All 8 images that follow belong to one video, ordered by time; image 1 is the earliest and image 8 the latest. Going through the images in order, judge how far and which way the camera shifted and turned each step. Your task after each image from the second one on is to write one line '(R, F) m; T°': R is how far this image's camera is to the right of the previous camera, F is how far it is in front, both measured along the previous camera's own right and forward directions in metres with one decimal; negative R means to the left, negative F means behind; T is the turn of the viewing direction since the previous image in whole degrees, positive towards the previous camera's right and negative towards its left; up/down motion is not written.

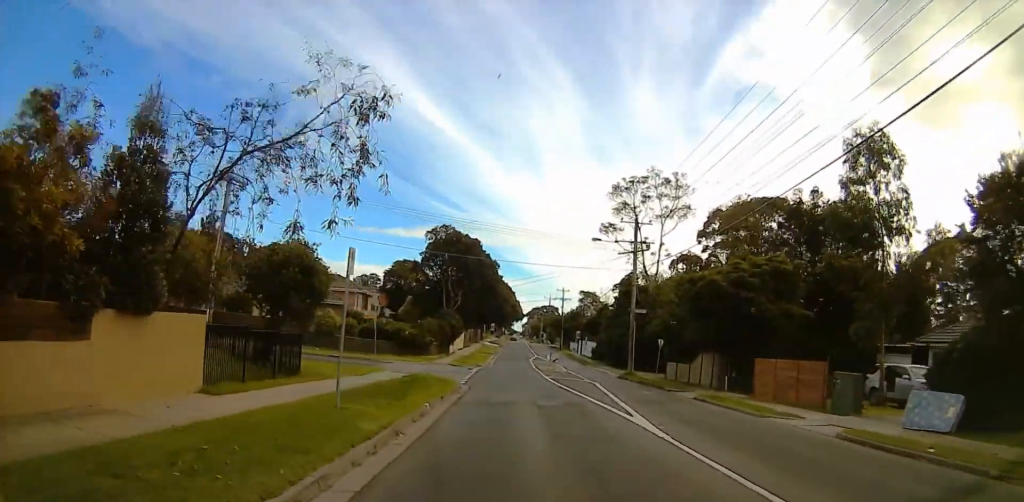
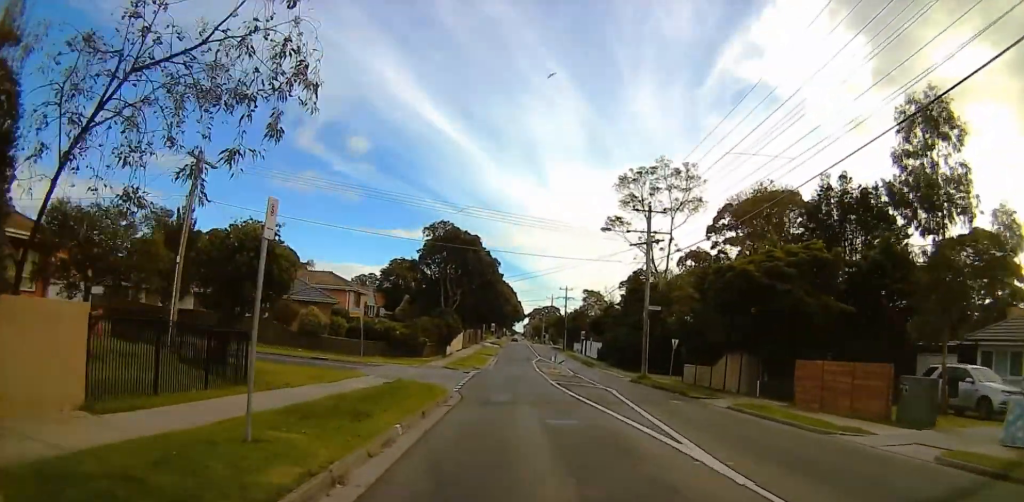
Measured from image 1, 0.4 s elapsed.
(0.0, +3.8) m; -1°
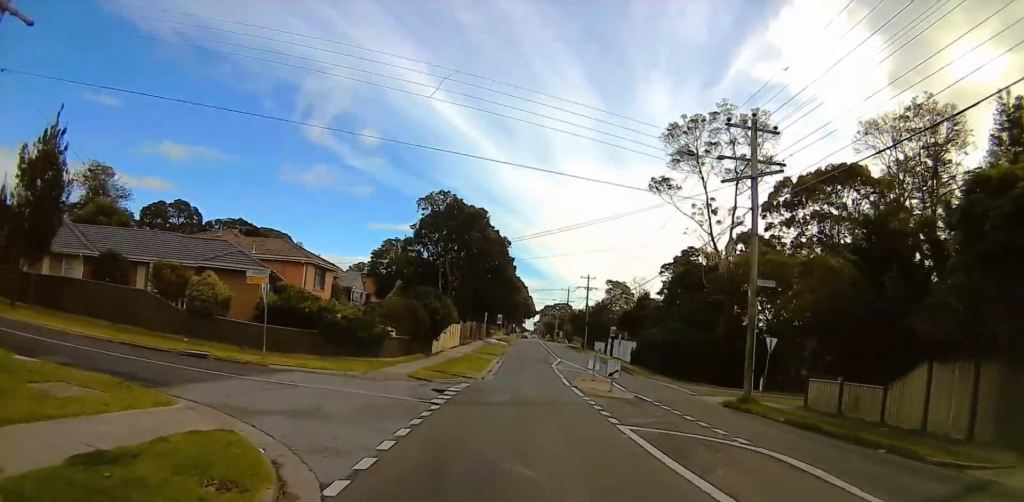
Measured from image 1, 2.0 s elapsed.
(0.0, +15.3) m; 0°
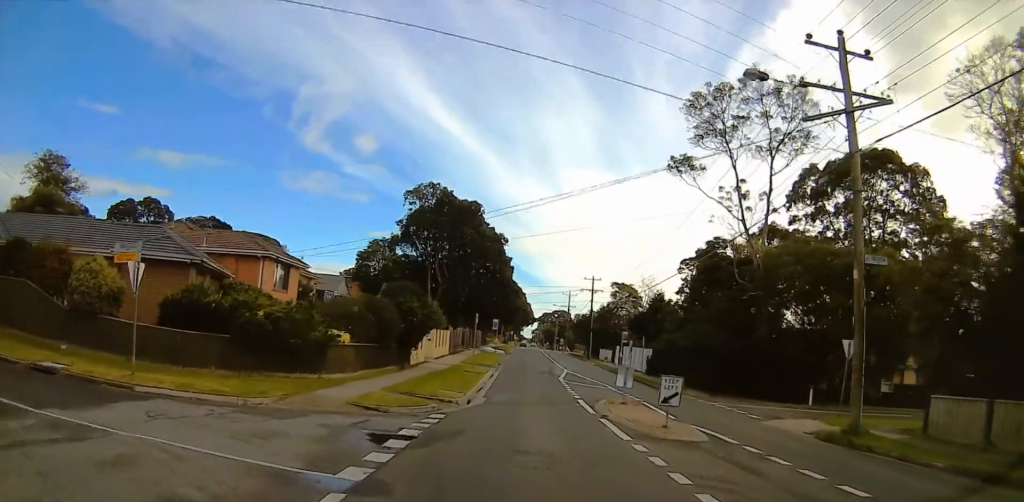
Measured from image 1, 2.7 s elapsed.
(0.0, +7.1) m; 0°
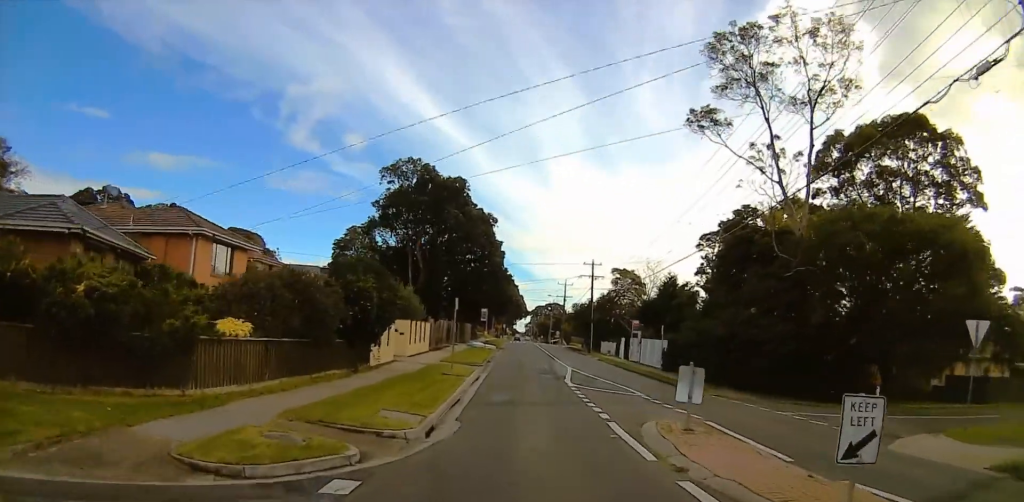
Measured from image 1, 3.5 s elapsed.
(0.0, +7.8) m; 0°
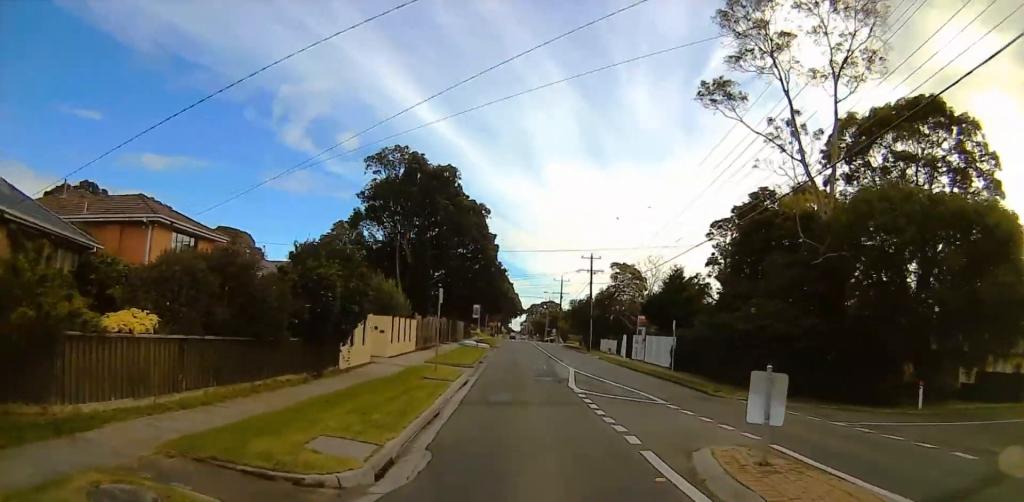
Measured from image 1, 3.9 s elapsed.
(0.0, +3.9) m; 0°
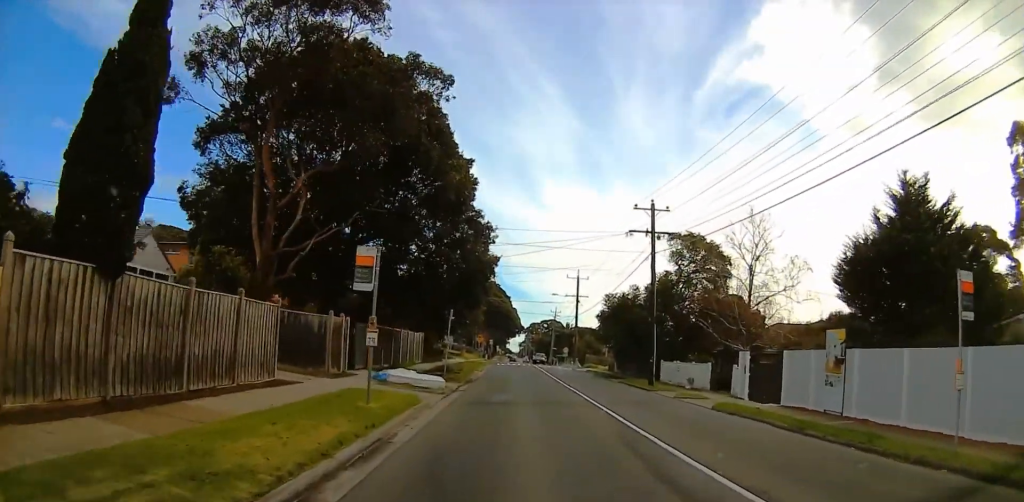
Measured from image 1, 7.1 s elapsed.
(-0.4, +32.0) m; -1°
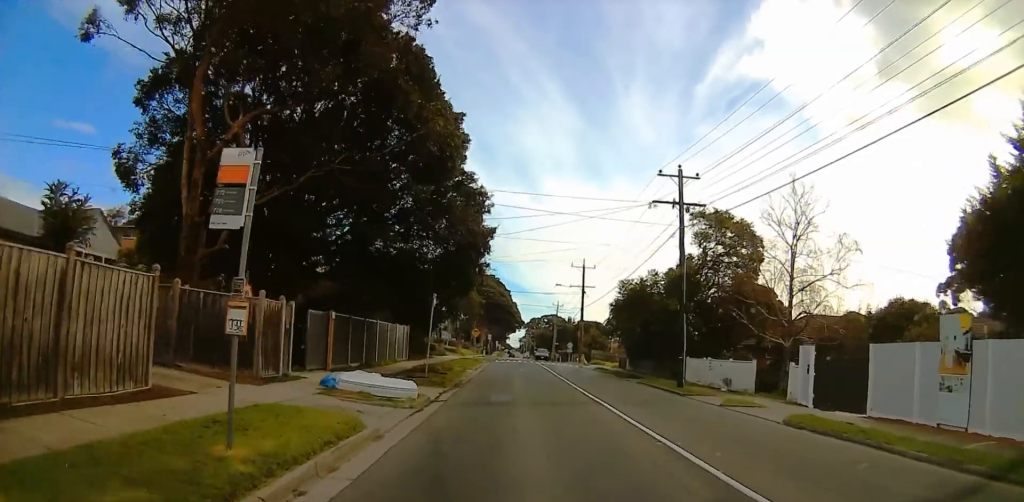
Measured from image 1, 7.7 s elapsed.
(0.0, +5.8) m; 0°
